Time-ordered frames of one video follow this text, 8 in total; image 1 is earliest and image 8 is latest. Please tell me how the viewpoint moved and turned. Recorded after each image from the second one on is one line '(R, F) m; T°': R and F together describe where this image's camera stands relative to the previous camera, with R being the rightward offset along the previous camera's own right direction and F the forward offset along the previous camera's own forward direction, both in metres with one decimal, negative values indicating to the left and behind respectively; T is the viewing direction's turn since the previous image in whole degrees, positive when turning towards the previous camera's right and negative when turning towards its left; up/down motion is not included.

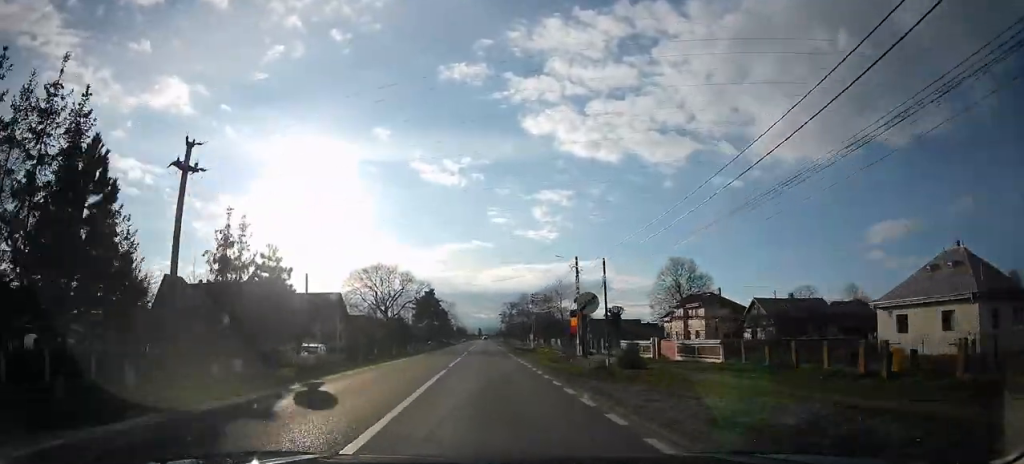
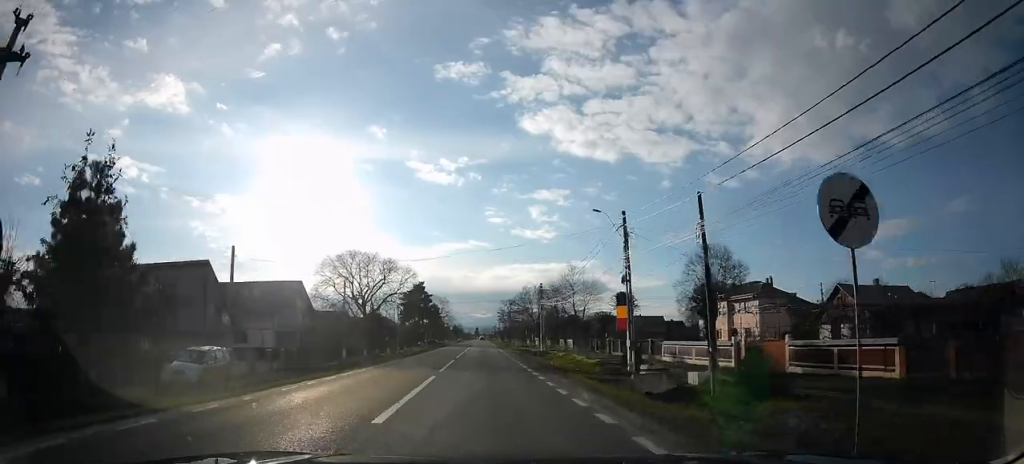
(0.0, +14.4) m; 0°
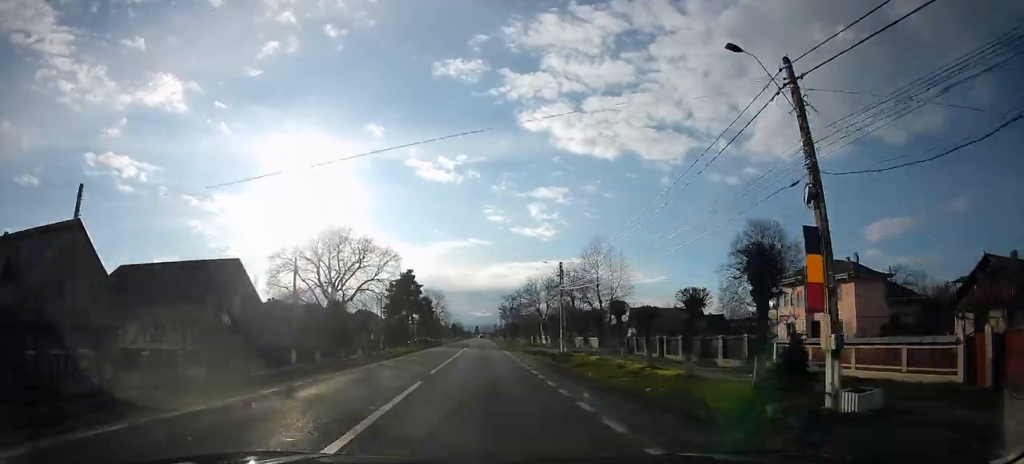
(0.0, +15.3) m; -5°
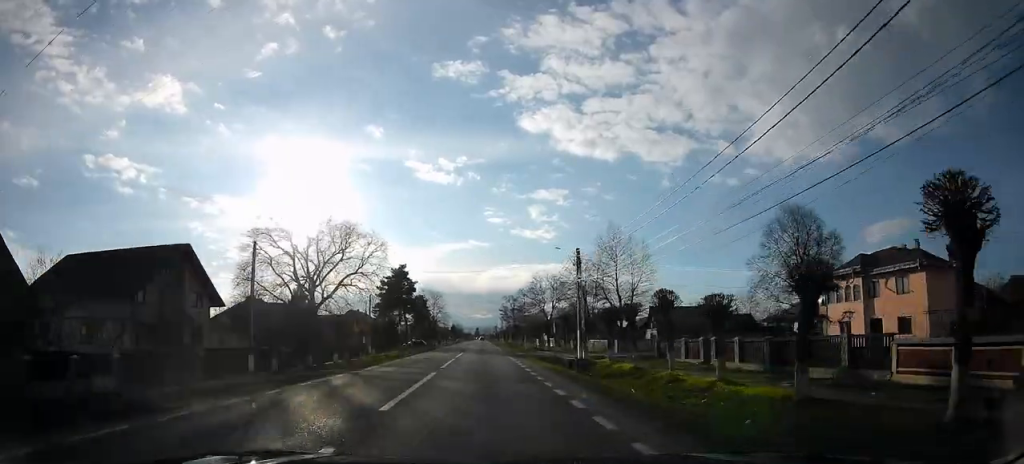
(-0.5, +7.8) m; 0°
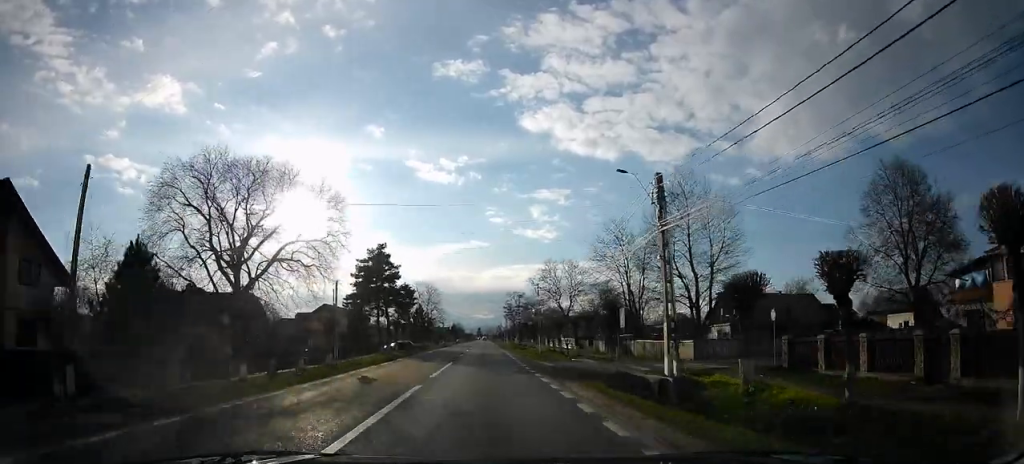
(-0.3, +16.6) m; +2°
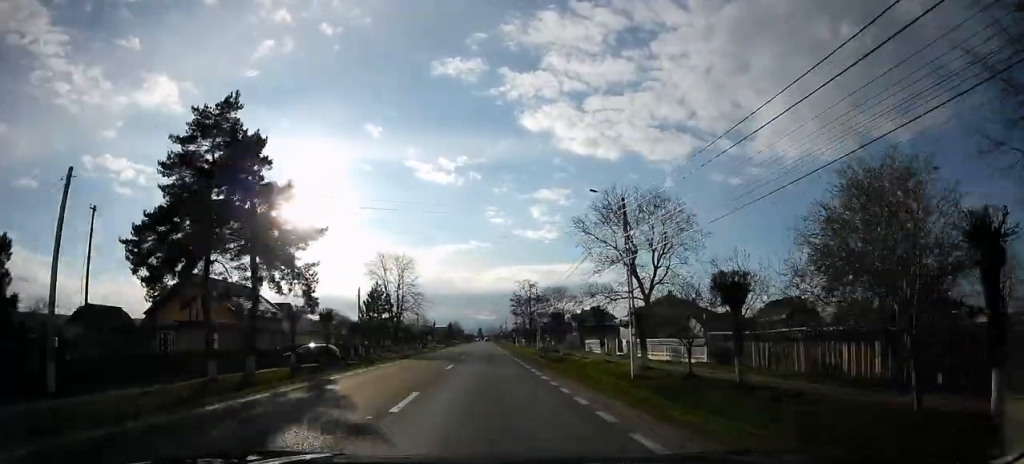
(+2.1, +36.8) m; 0°
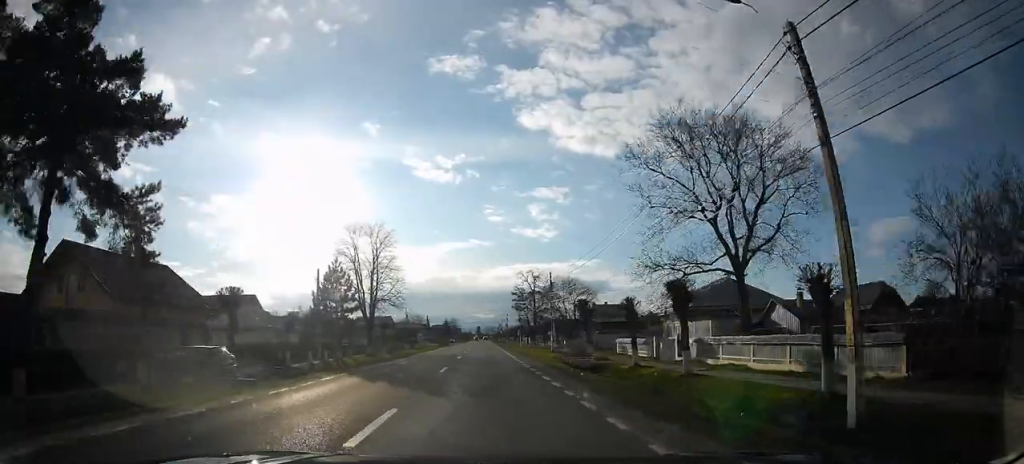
(-0.5, +14.6) m; 0°
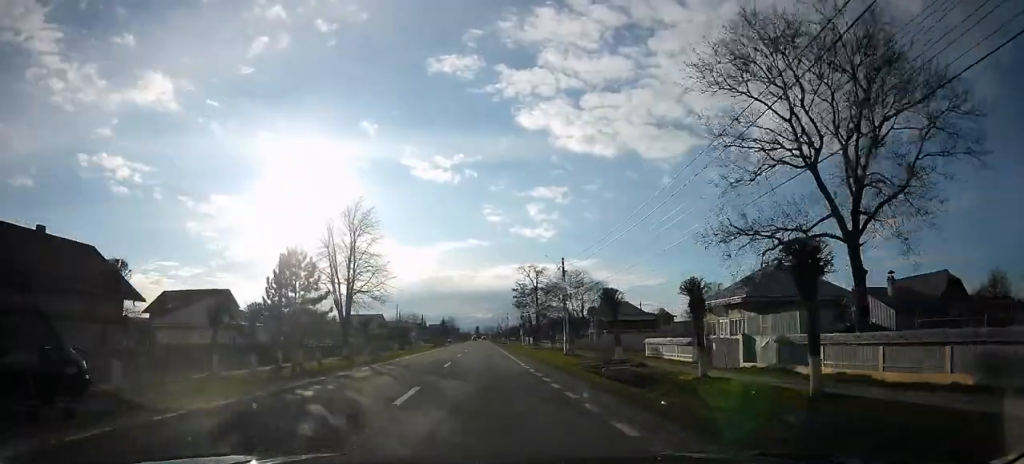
(-1.0, +8.4) m; +2°
